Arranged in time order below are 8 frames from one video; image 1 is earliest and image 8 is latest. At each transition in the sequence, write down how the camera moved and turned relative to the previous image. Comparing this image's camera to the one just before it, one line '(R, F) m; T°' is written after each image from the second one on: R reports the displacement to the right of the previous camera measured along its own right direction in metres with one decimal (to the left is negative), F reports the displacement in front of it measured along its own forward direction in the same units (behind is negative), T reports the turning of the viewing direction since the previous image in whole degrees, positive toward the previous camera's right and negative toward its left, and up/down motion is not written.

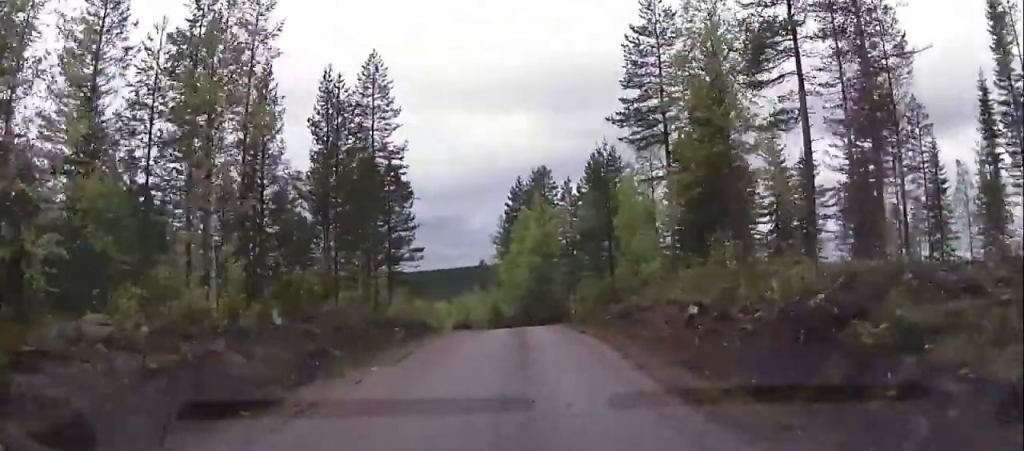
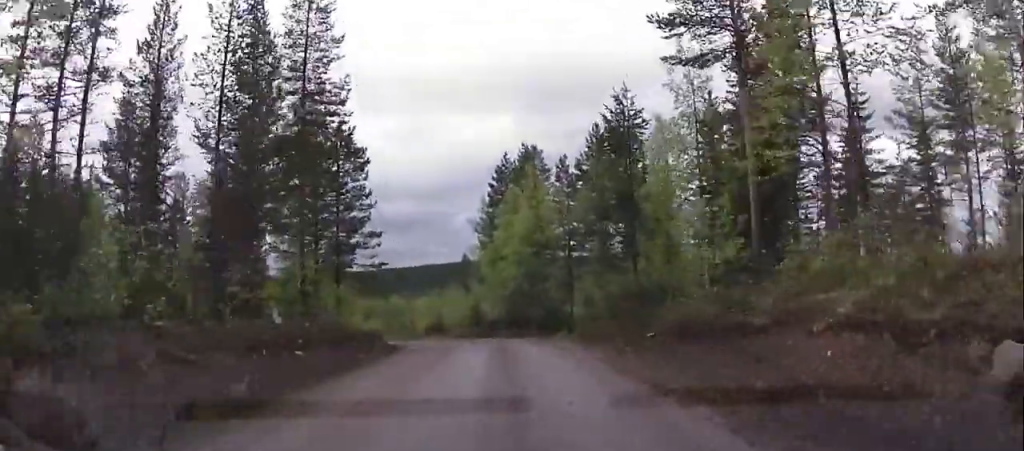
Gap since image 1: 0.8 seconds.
(+0.2, +10.4) m; 0°
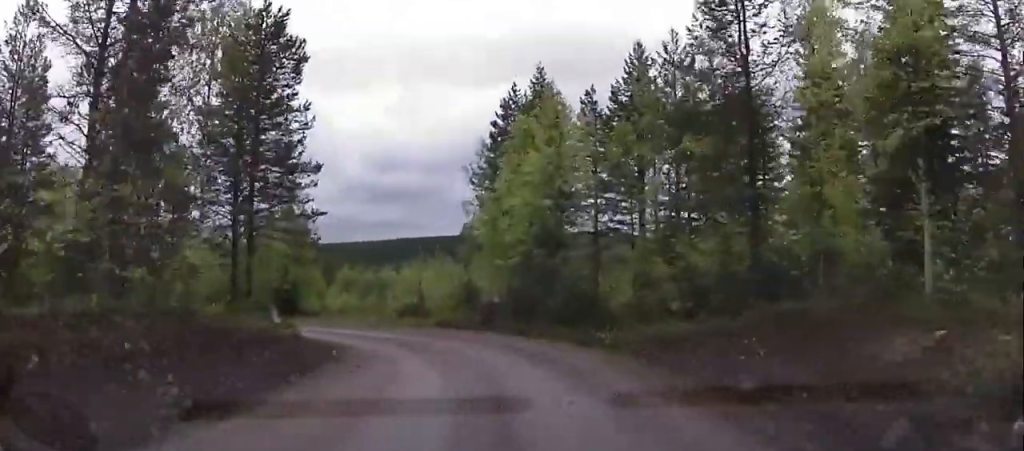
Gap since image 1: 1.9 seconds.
(-0.4, +12.9) m; -3°
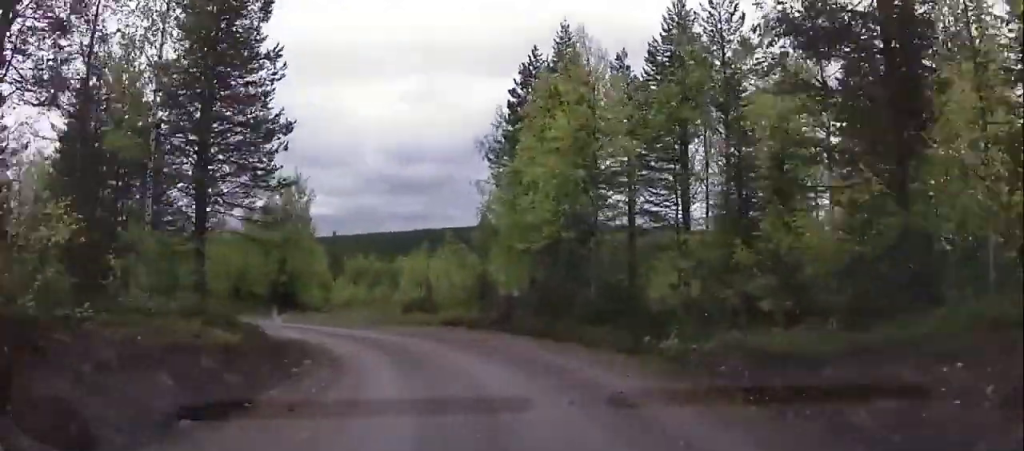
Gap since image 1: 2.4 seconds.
(+0.1, +5.2) m; -3°
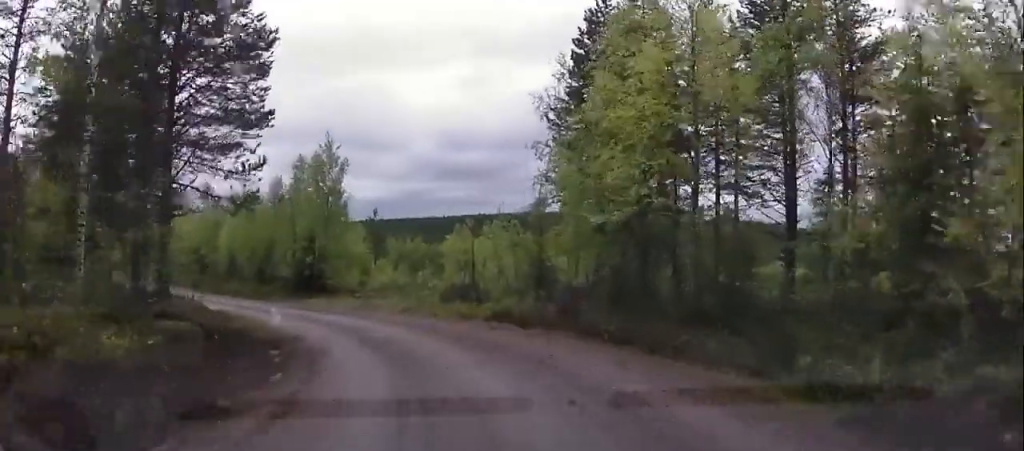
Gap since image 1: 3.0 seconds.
(-0.2, +6.2) m; -5°
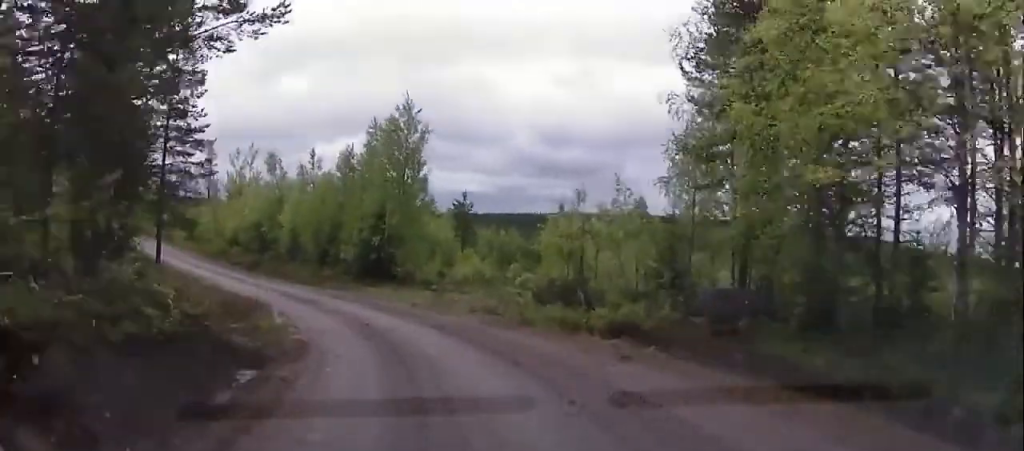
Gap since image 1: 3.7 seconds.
(-0.2, +7.6) m; -9°
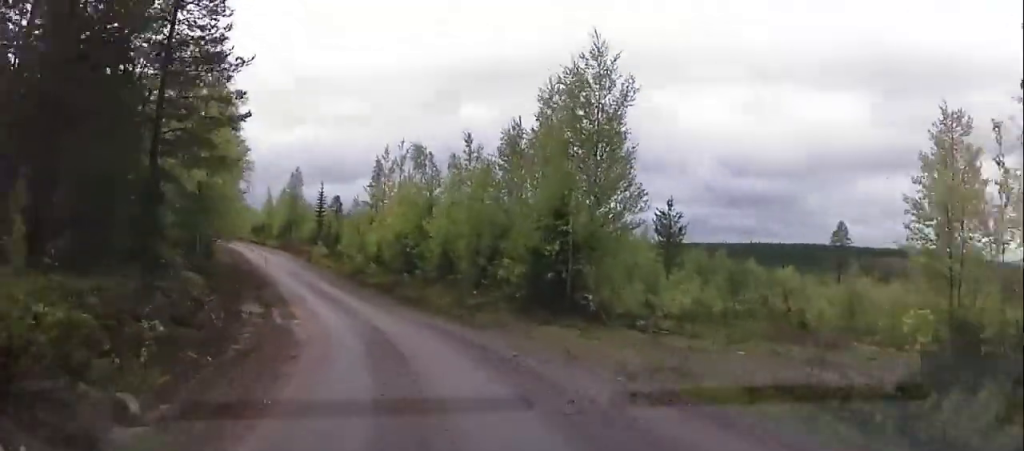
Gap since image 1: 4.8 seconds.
(-2.3, +13.1) m; -18°
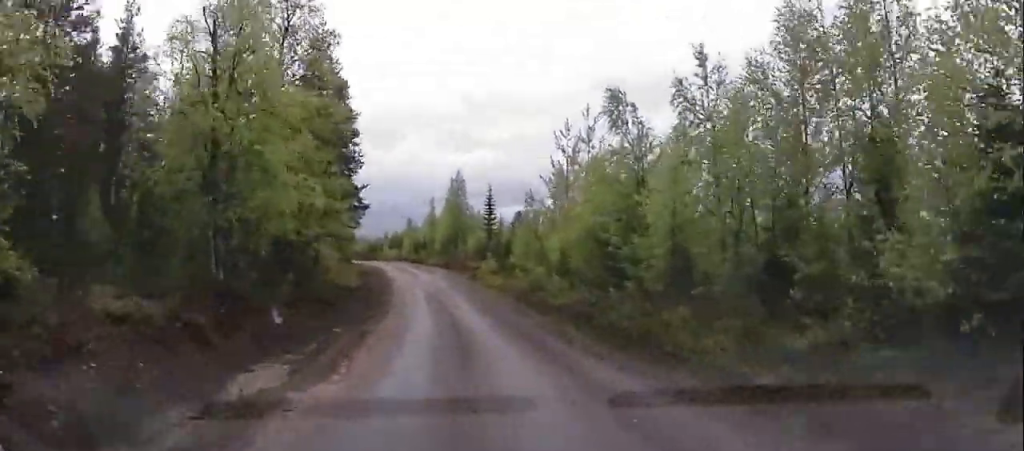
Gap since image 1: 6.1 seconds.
(-1.9, +15.8) m; -9°
